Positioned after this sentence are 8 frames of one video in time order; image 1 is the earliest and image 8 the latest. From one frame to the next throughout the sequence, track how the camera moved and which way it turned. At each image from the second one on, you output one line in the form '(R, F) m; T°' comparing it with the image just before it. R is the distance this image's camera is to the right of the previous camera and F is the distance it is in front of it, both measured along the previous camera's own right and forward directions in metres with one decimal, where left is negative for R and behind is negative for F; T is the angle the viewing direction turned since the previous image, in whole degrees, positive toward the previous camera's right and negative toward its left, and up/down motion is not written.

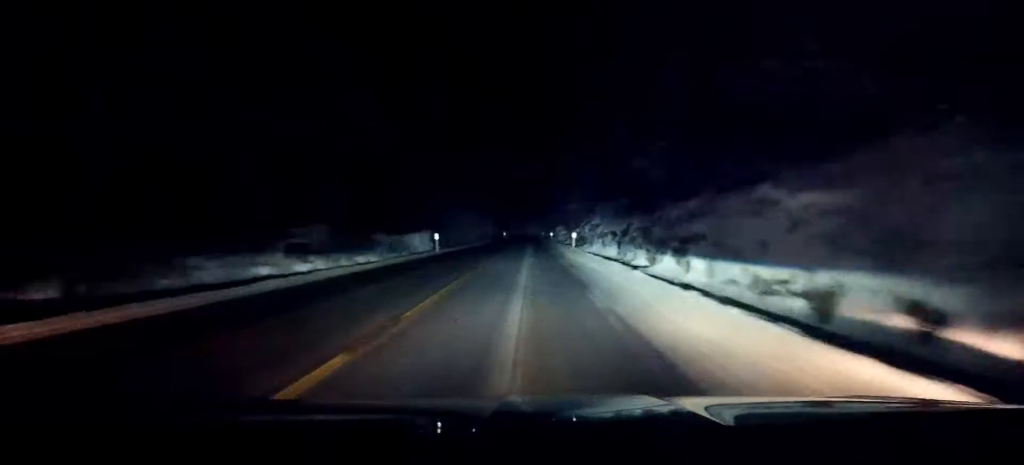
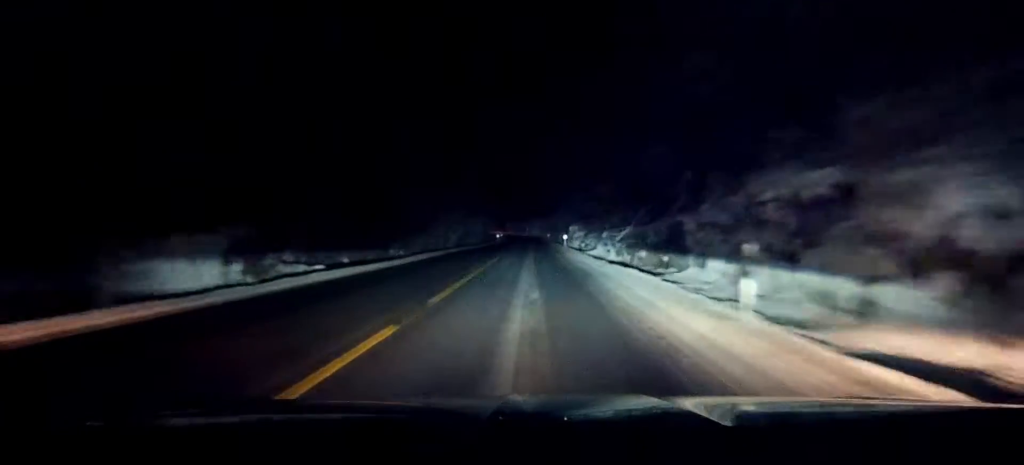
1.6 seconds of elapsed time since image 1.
(+0.2, +34.4) m; +1°
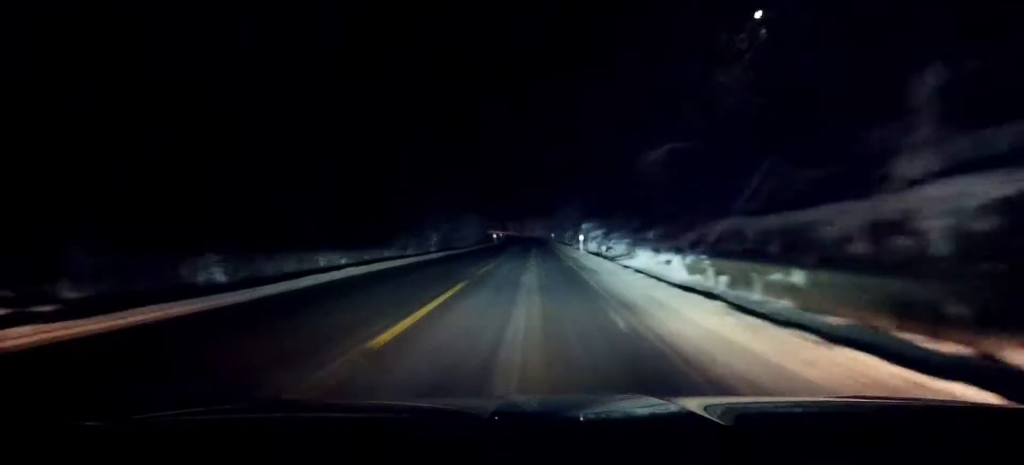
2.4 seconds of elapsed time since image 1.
(+0.2, +16.2) m; 0°
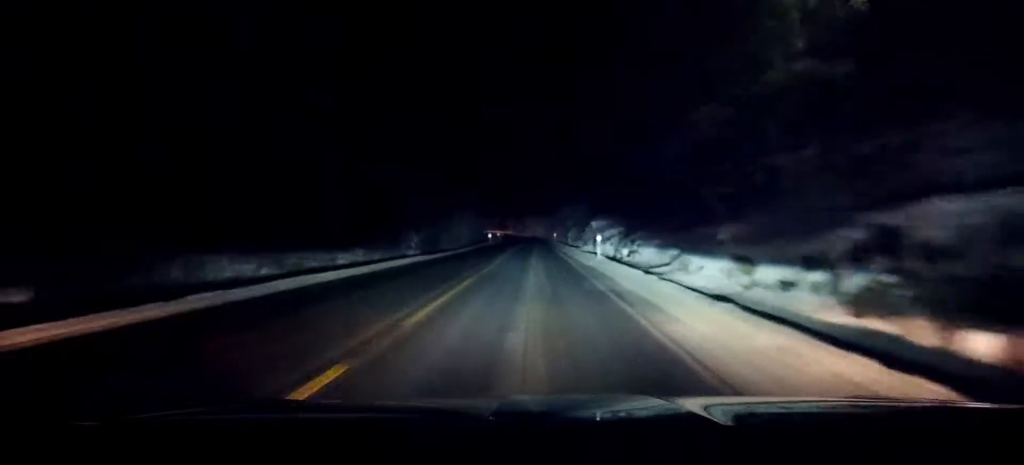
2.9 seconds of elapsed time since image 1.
(-0.2, +10.6) m; 0°
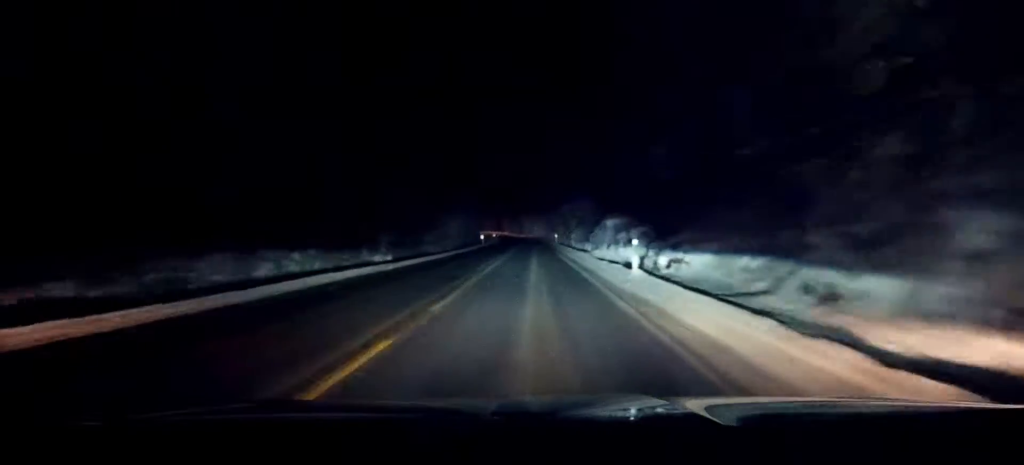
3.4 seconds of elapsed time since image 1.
(-0.1, +10.6) m; 0°
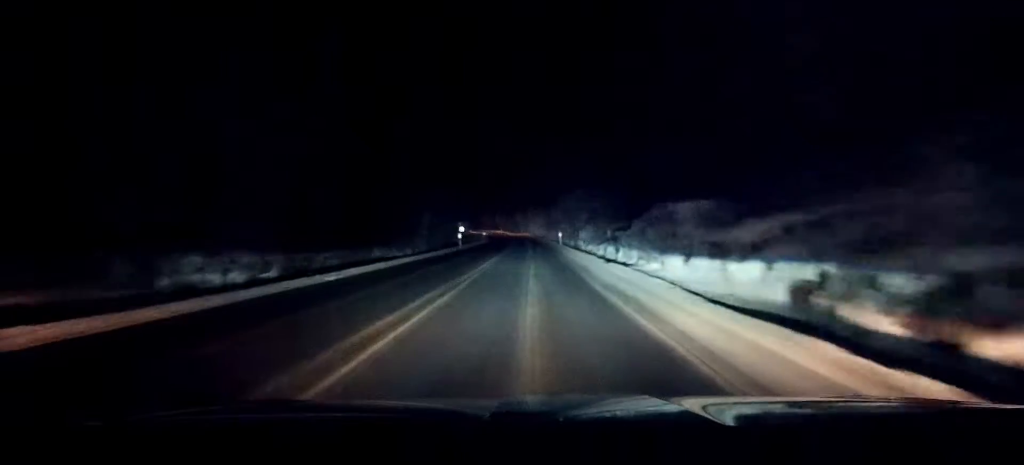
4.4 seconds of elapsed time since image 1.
(0.0, +20.5) m; 0°
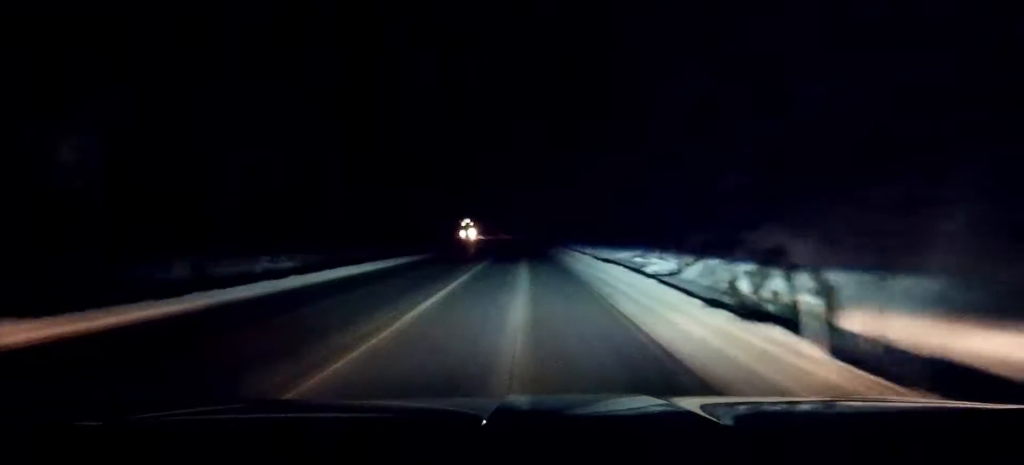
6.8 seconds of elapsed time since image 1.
(+0.5, +52.2) m; +1°
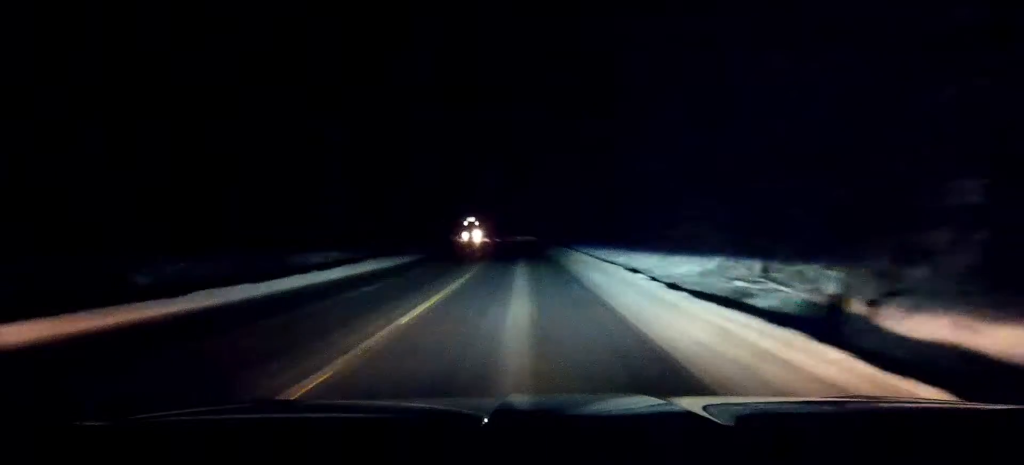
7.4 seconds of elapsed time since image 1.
(+0.1, +13.7) m; -1°
